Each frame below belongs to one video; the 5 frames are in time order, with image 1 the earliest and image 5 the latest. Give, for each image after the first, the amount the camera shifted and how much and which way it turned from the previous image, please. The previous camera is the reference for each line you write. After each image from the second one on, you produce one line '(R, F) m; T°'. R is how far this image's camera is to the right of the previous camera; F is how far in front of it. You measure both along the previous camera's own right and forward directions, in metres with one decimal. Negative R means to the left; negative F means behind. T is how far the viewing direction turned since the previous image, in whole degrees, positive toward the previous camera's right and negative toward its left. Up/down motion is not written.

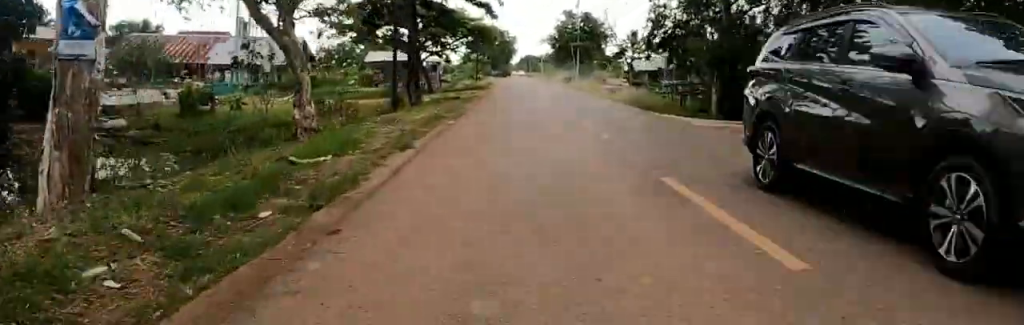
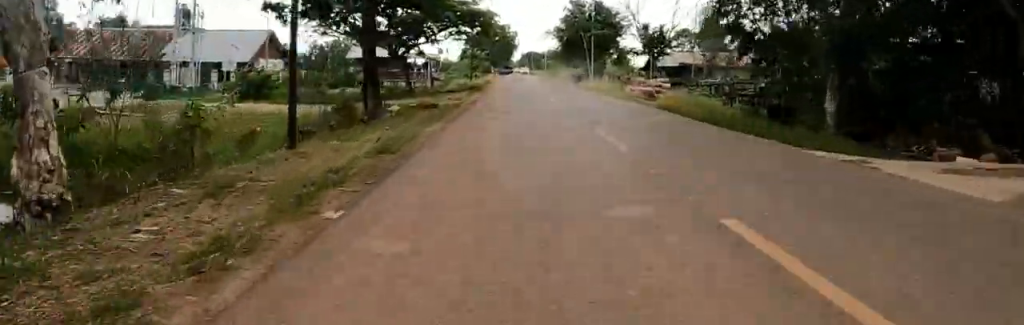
(0.0, +9.0) m; 0°
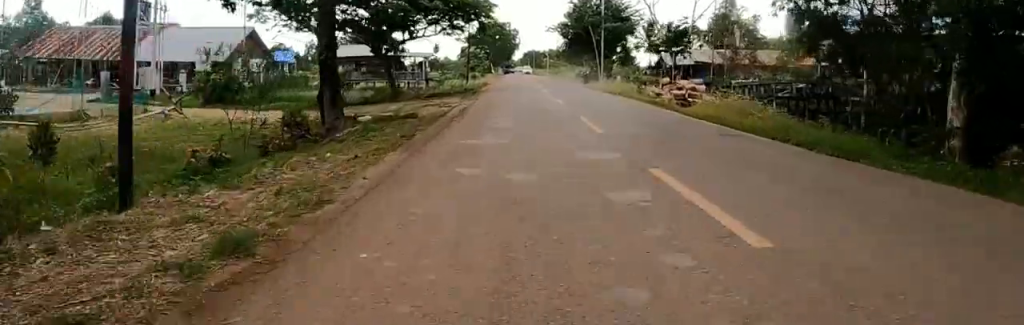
(0.0, +4.5) m; 0°
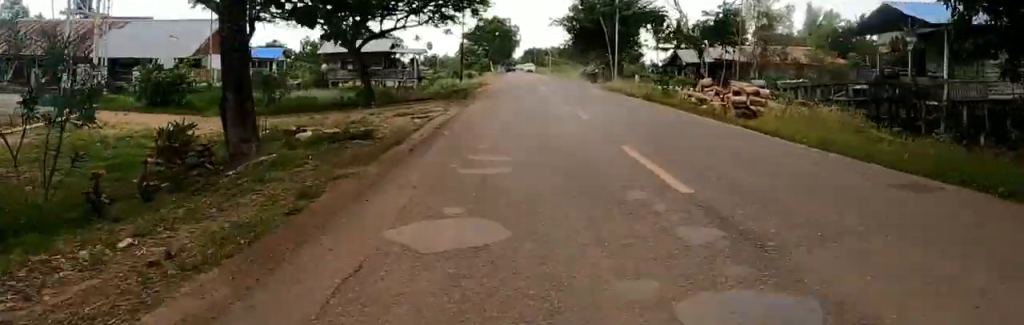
(0.0, +5.5) m; 0°
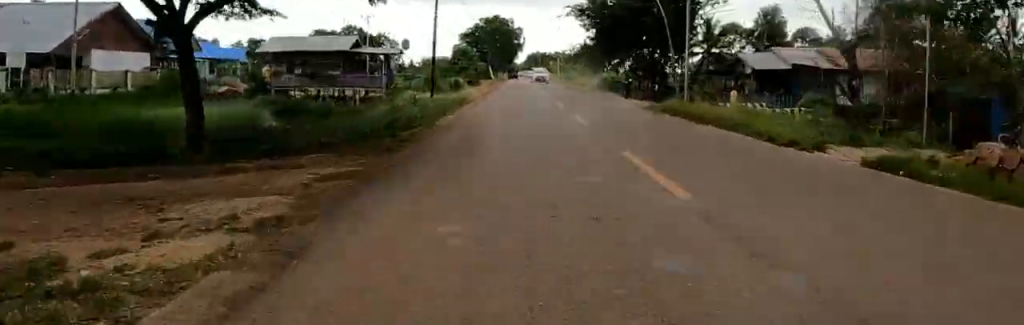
(0.0, +15.1) m; +6°
